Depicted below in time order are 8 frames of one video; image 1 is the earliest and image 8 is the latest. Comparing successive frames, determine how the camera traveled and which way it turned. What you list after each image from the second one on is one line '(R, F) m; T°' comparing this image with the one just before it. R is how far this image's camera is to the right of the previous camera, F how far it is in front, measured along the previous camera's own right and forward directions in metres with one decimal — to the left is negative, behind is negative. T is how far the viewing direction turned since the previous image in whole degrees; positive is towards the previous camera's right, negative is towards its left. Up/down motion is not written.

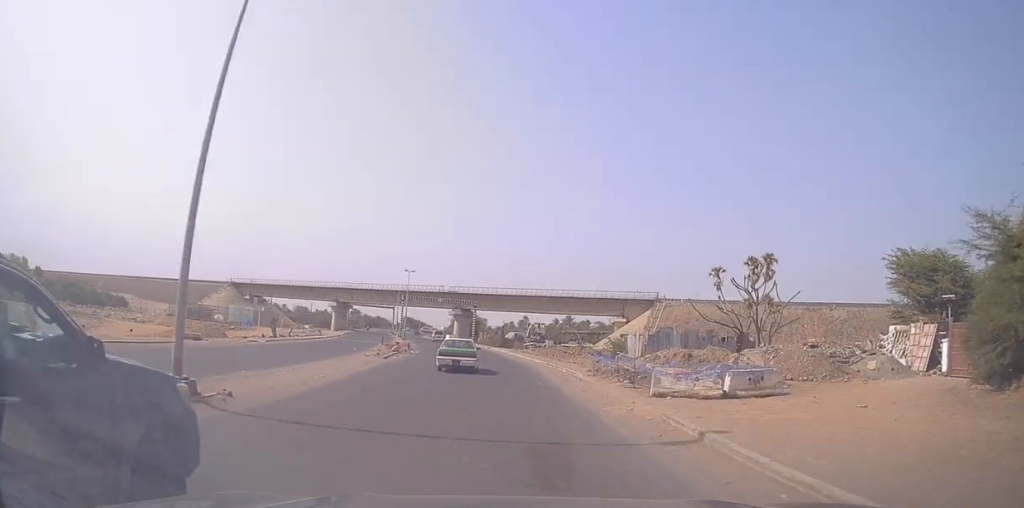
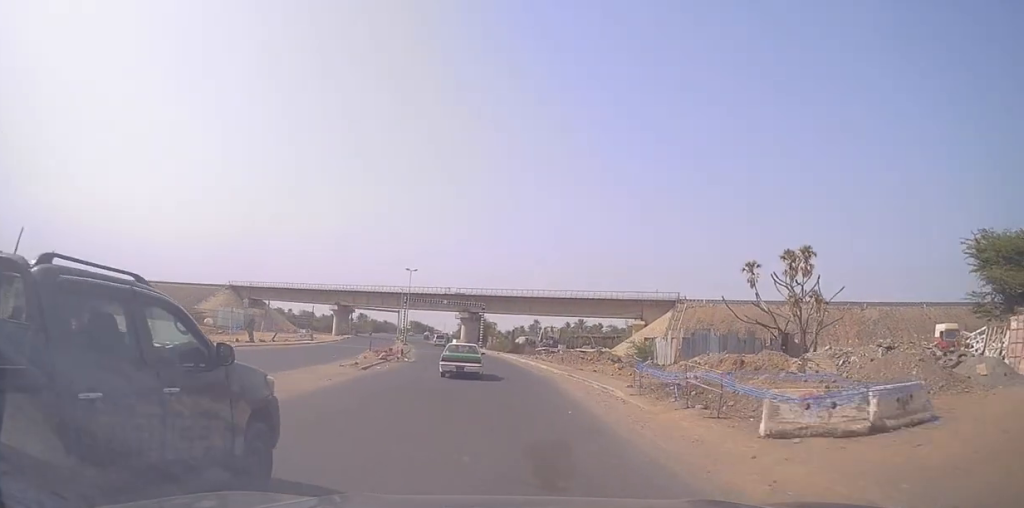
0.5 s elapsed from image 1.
(-0.1, +6.8) m; -1°
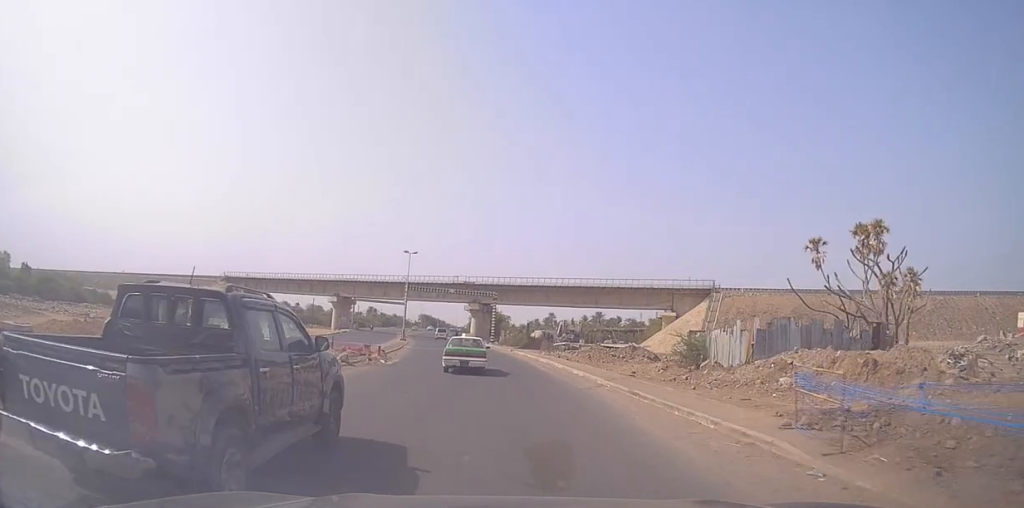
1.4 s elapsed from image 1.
(-0.4, +10.7) m; -1°
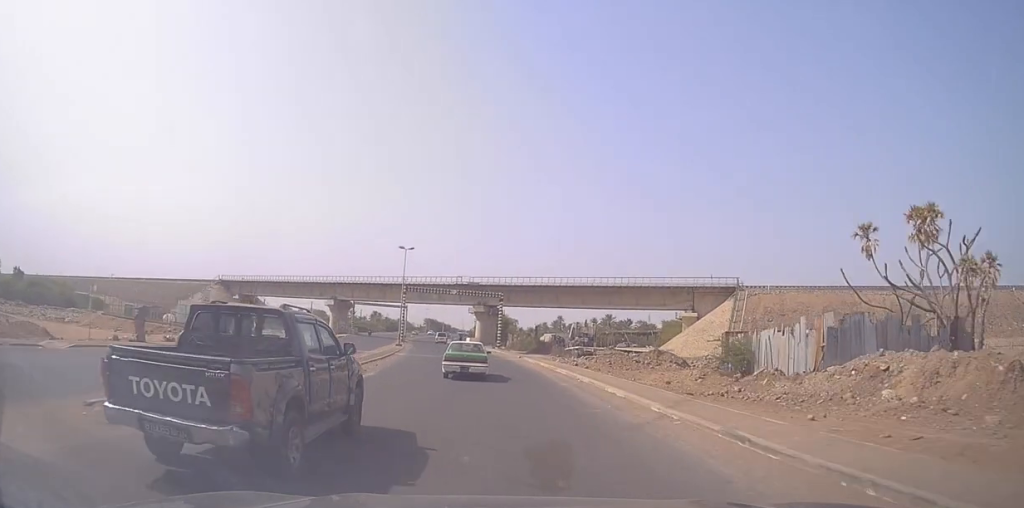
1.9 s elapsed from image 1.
(+0.3, +6.8) m; -1°
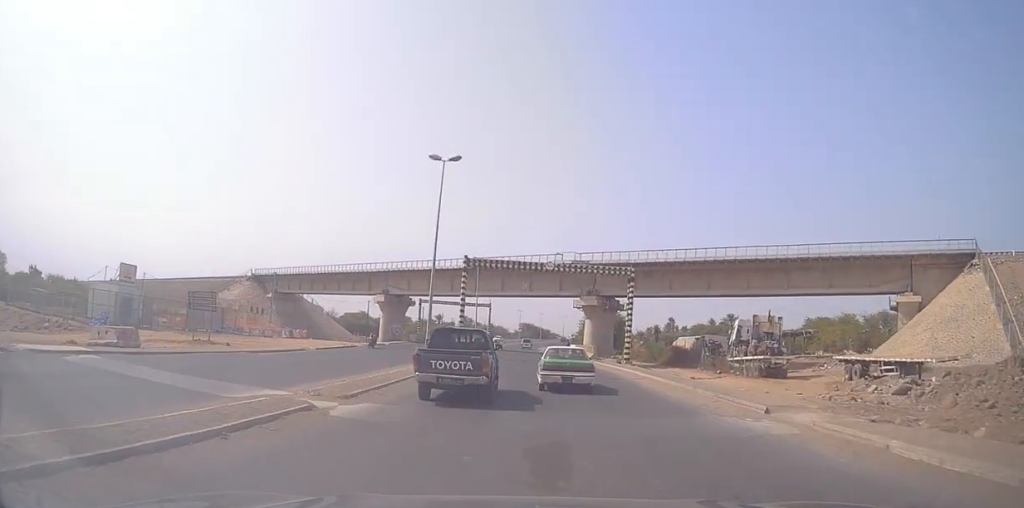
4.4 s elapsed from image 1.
(-2.8, +30.8) m; -9°
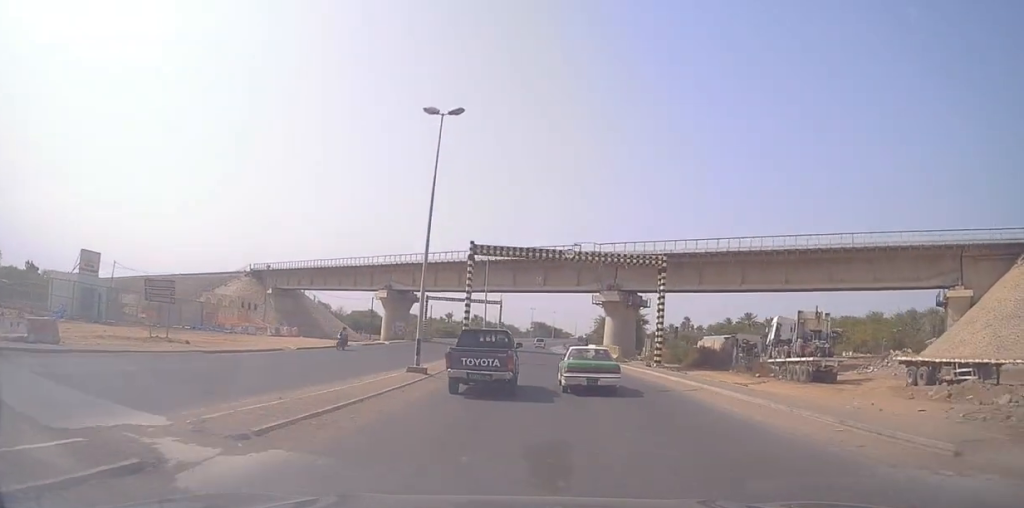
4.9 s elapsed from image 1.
(0.0, +5.7) m; -1°
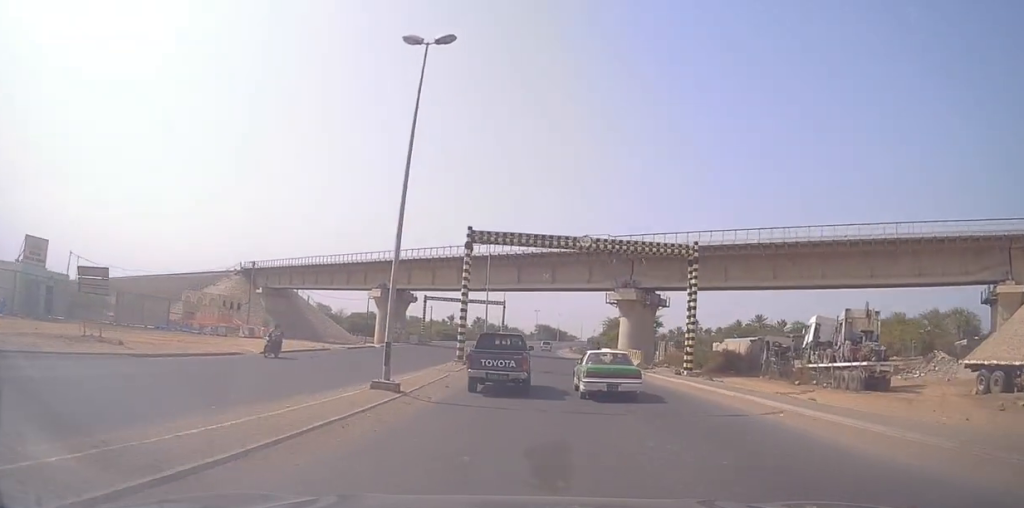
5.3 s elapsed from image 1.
(0.0, +5.7) m; -1°
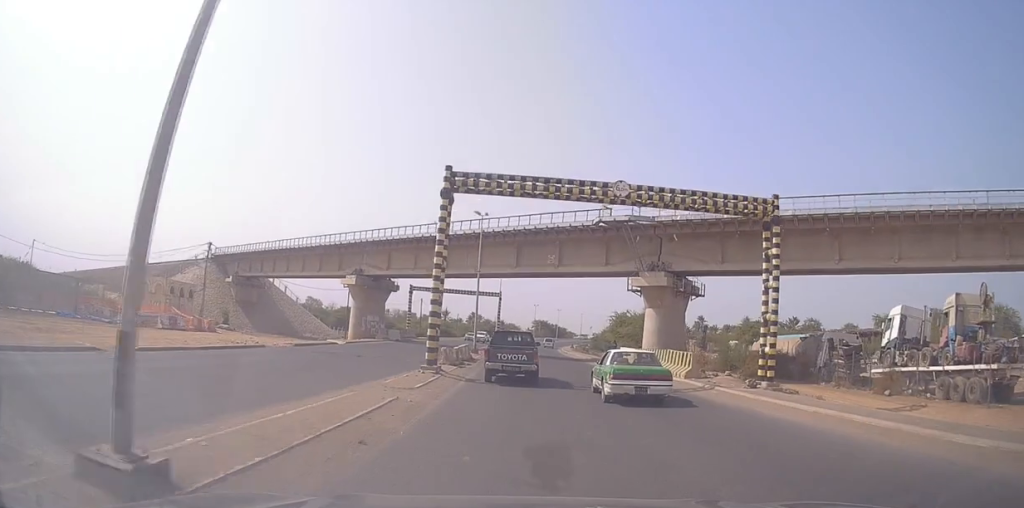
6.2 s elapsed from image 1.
(-0.4, +10.1) m; -2°
